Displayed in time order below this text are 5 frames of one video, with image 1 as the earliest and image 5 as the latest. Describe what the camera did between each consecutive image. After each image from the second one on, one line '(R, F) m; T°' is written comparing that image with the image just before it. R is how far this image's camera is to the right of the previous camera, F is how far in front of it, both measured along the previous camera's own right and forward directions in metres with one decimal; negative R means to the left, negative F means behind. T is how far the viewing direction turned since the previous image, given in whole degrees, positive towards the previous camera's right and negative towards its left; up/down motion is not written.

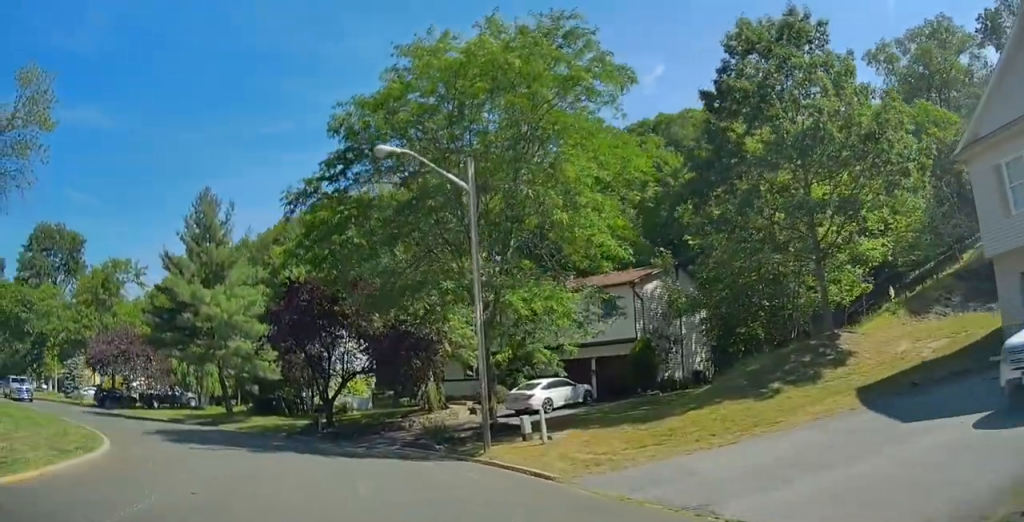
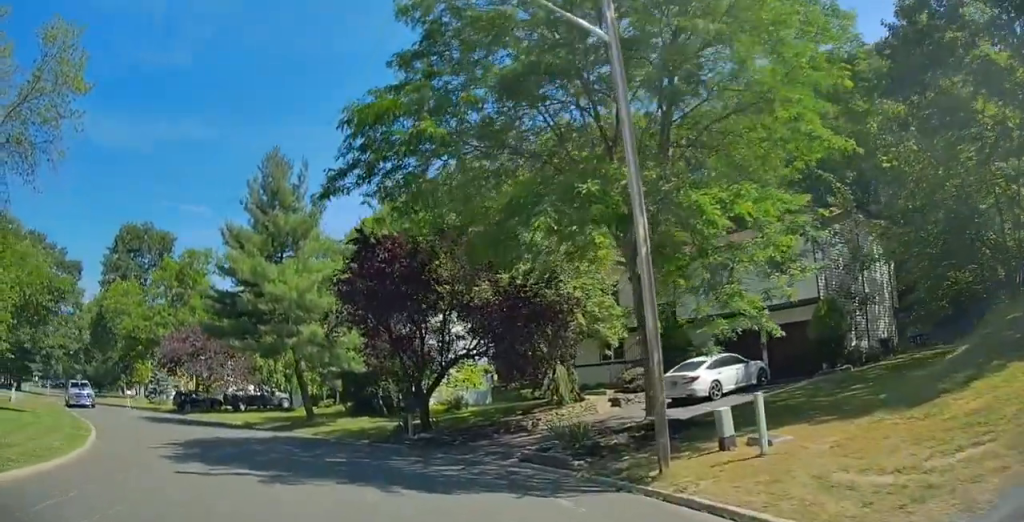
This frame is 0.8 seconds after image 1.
(-1.0, +6.0) m; -19°
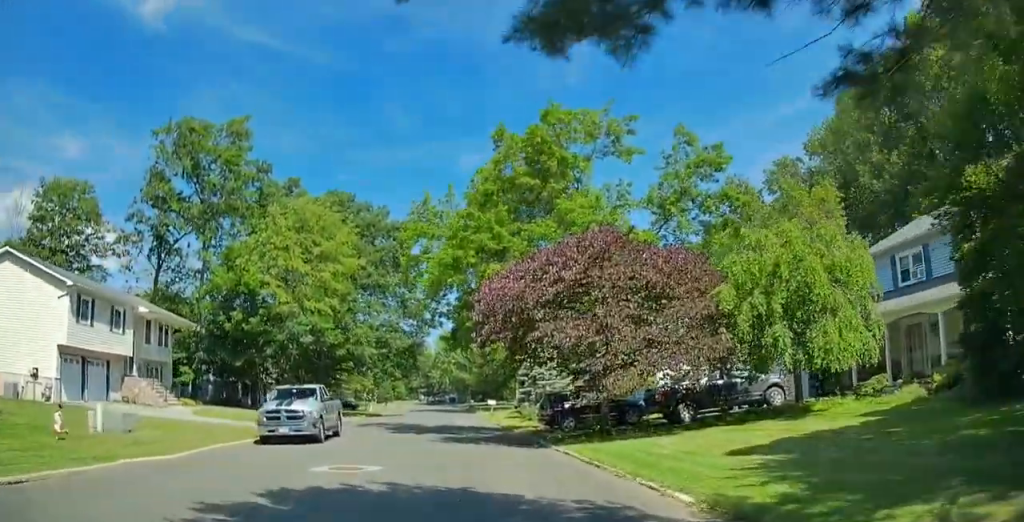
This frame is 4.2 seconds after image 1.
(-10.2, +22.0) m; -41°
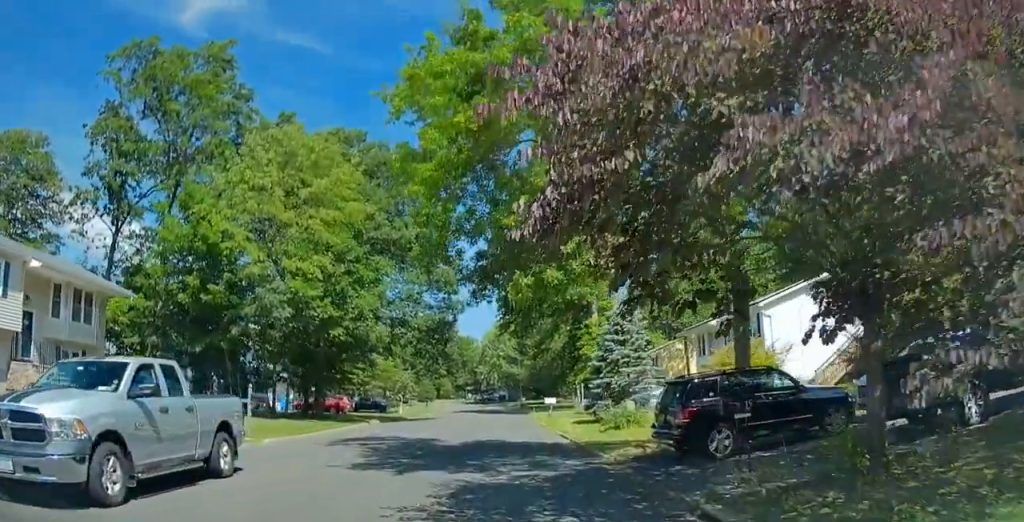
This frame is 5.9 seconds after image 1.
(-1.5, +13.1) m; -10°
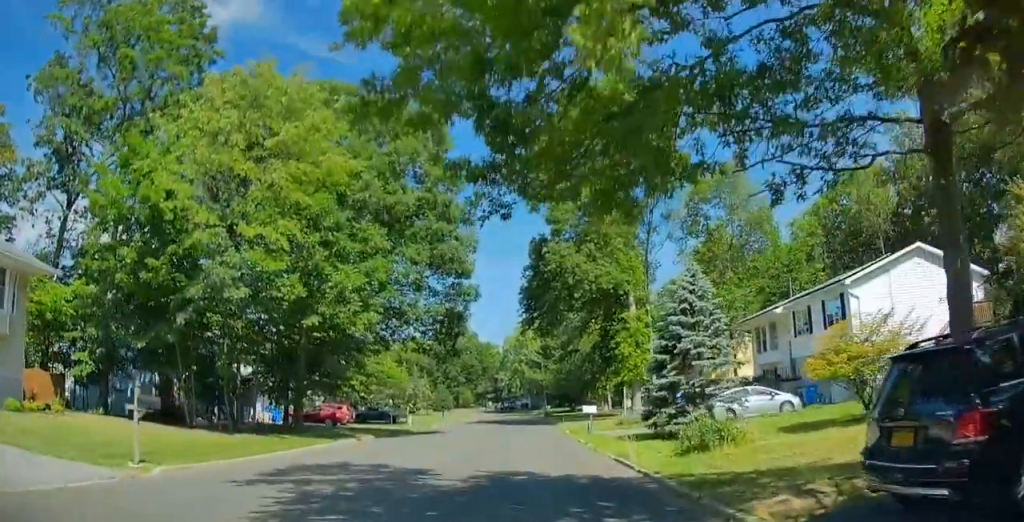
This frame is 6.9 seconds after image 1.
(-0.3, +7.7) m; -2°
